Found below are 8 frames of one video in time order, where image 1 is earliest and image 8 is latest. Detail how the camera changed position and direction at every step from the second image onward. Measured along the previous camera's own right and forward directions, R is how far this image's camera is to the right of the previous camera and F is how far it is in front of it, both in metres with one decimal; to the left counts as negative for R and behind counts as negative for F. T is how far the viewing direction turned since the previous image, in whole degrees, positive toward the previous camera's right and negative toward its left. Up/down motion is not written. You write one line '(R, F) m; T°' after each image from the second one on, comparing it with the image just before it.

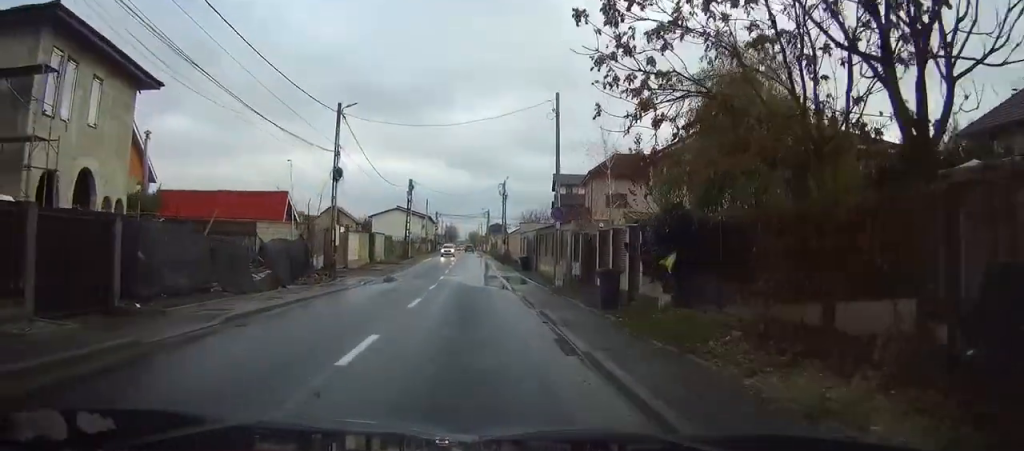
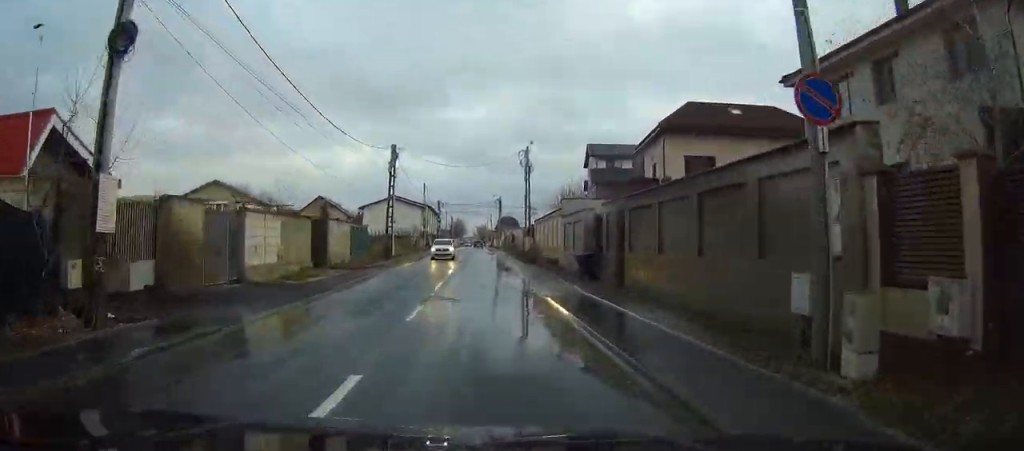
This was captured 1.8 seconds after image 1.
(-0.1, +21.6) m; -1°
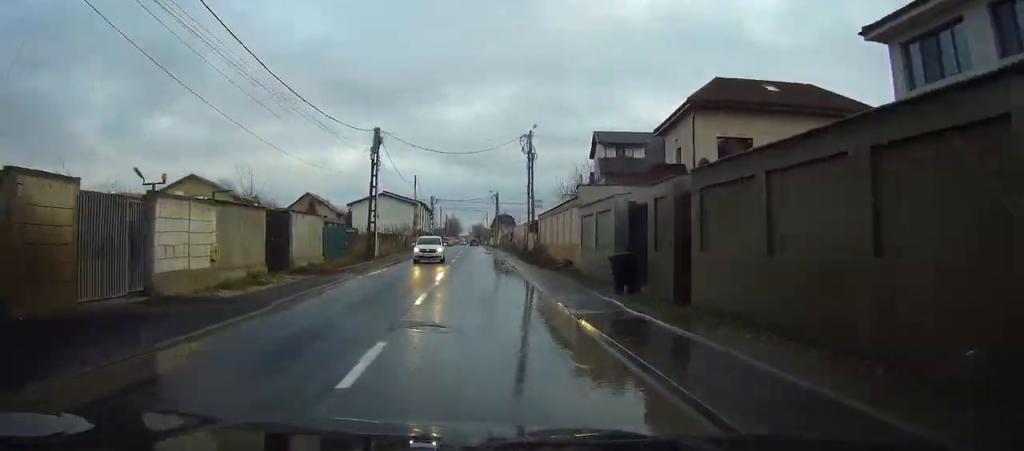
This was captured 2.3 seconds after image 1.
(0.0, +6.7) m; 0°
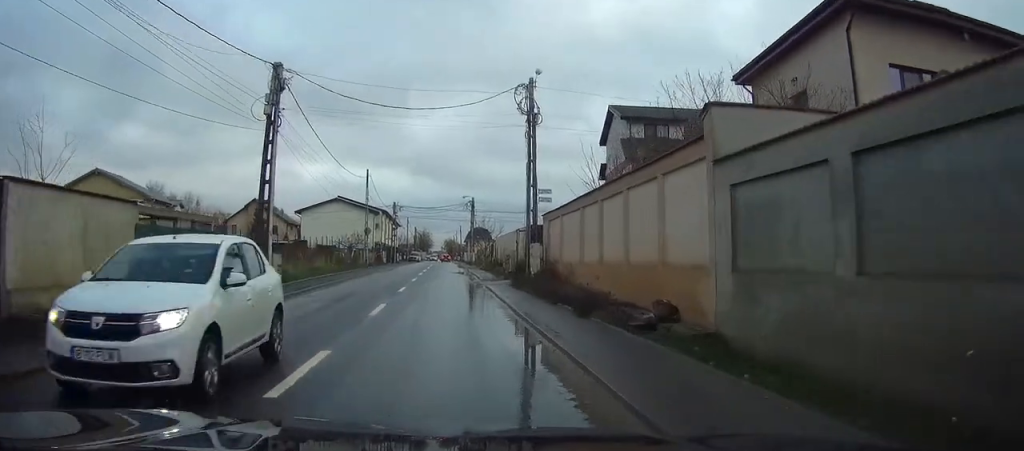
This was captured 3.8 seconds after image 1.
(+0.3, +18.5) m; +1°
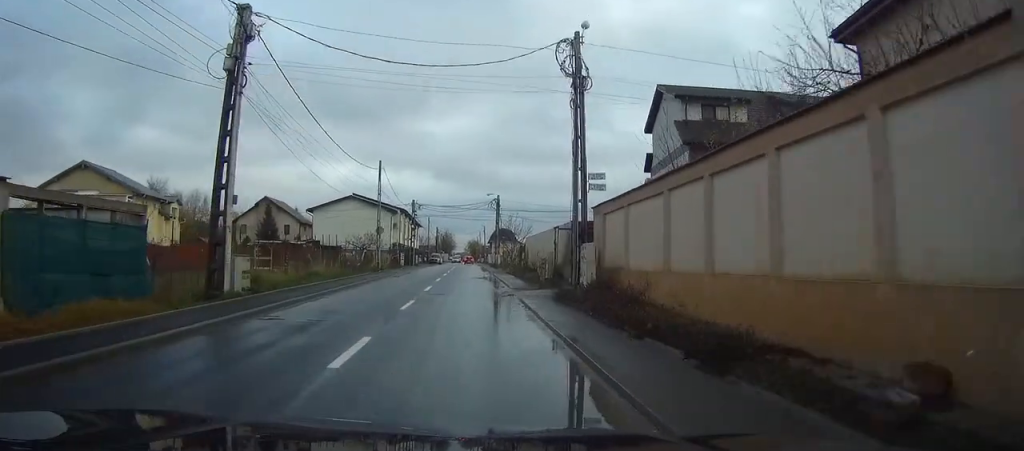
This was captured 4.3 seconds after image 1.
(0.0, +6.8) m; 0°
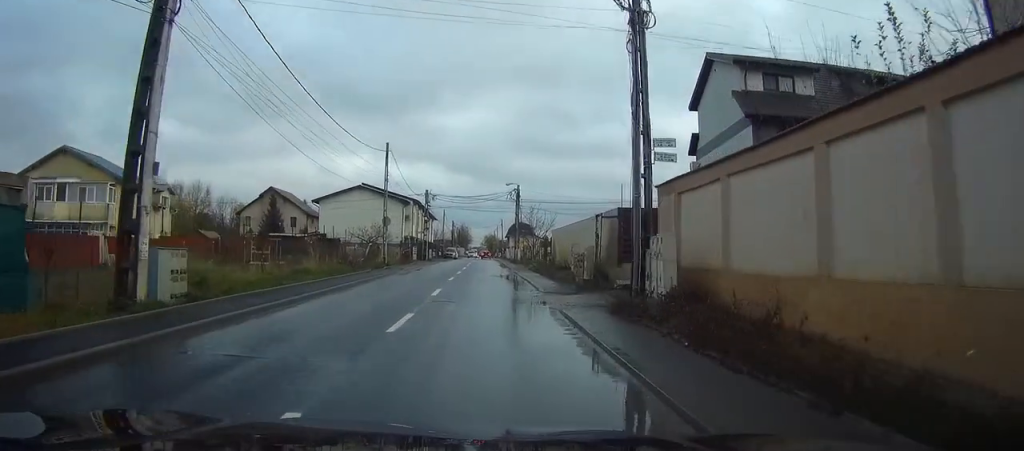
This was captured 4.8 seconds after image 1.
(0.0, +6.0) m; 0°
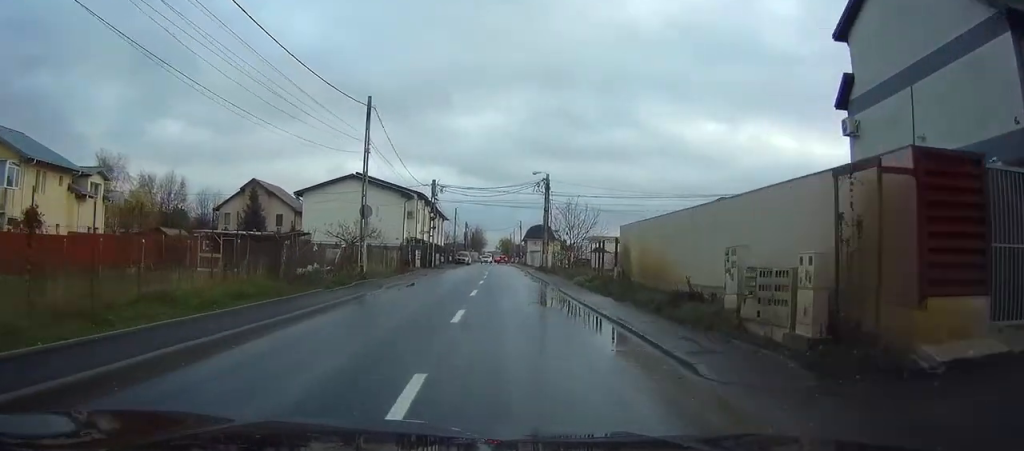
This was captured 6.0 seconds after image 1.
(-0.1, +15.7) m; -1°
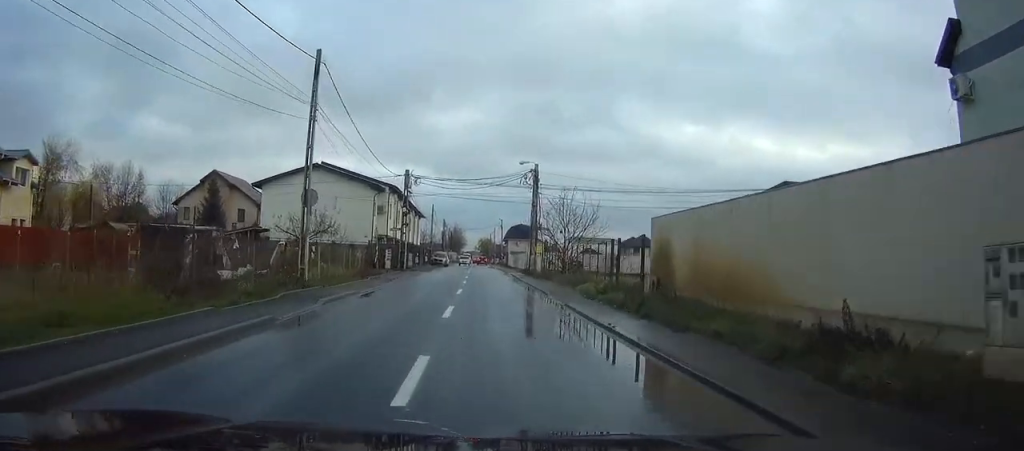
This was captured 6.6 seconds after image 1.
(0.0, +7.8) m; +1°
